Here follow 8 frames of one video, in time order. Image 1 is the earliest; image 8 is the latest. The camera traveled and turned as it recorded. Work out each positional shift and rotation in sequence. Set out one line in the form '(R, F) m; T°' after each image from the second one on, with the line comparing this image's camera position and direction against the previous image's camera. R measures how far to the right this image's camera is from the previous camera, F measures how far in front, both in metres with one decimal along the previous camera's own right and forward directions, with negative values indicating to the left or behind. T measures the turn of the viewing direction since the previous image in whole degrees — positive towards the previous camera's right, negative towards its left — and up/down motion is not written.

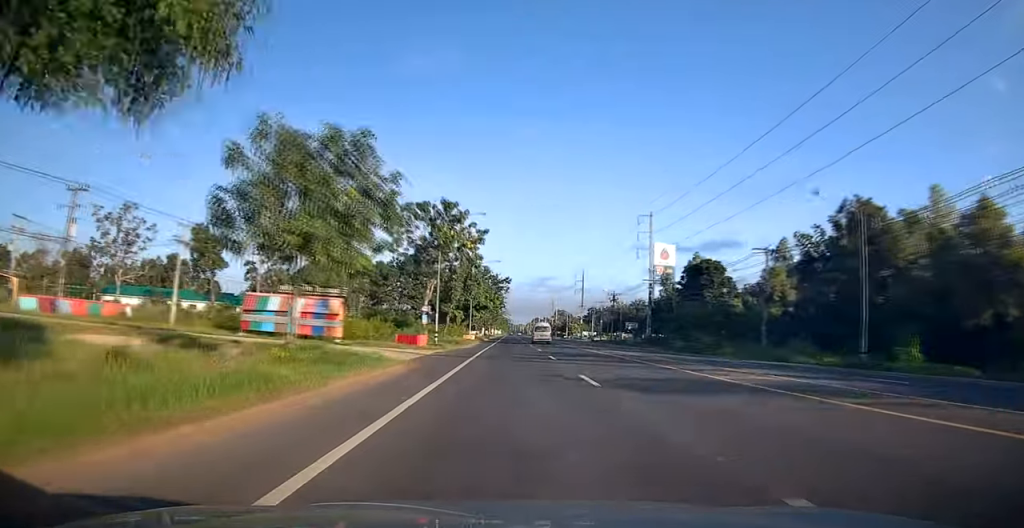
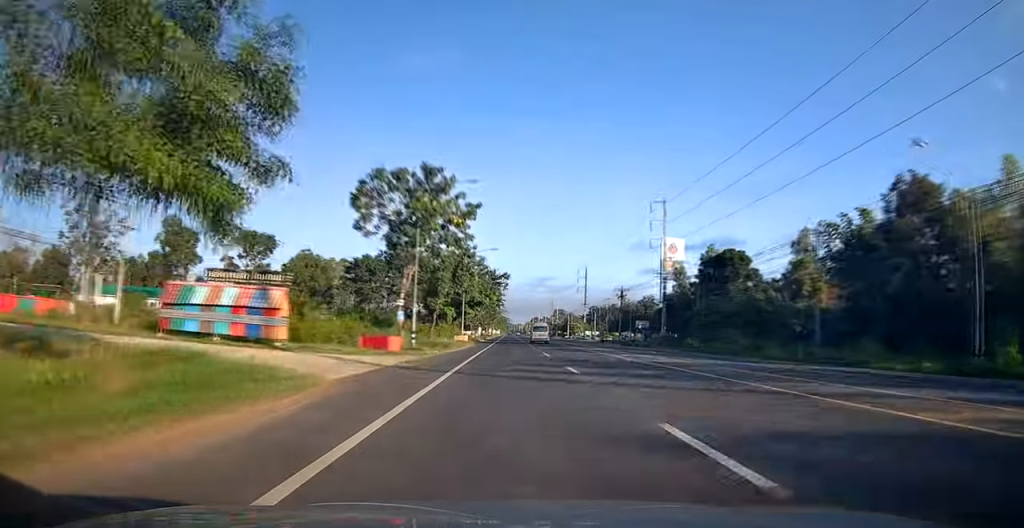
(0.0, +8.6) m; 0°
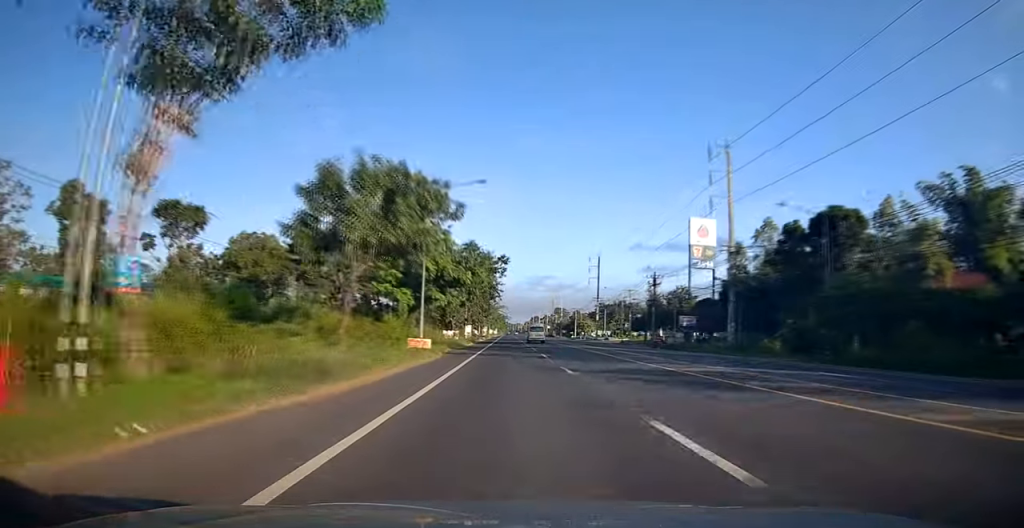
(0.0, +24.0) m; 0°
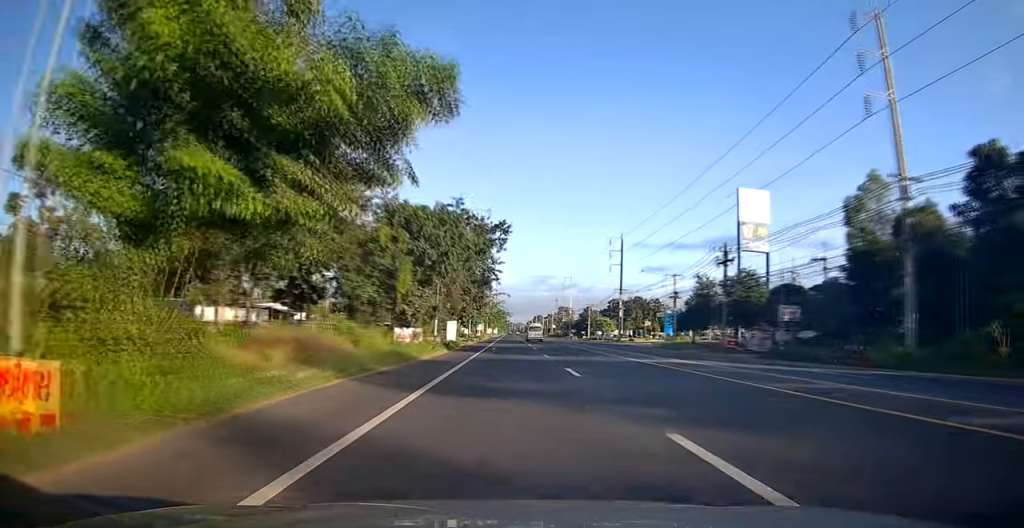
(0.0, +25.3) m; +1°
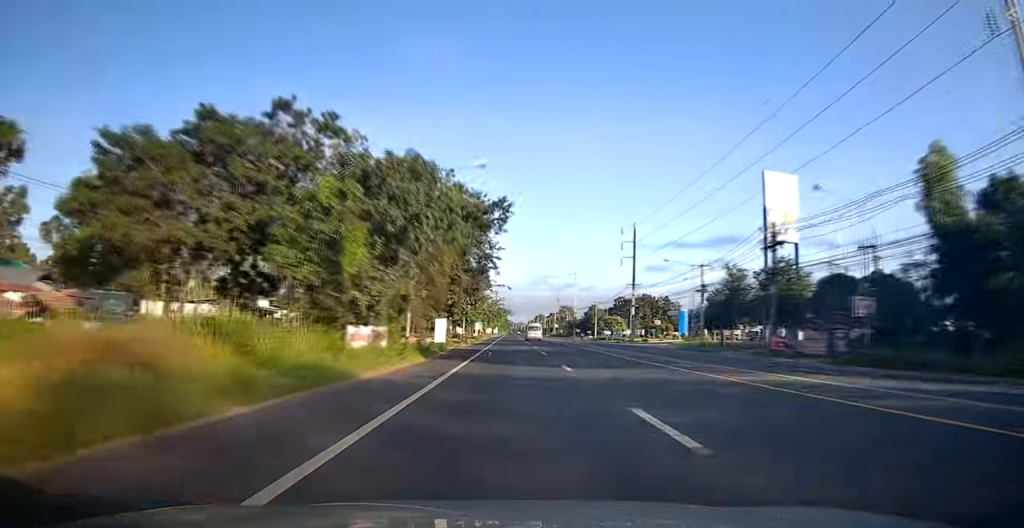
(-0.2, +9.9) m; +1°
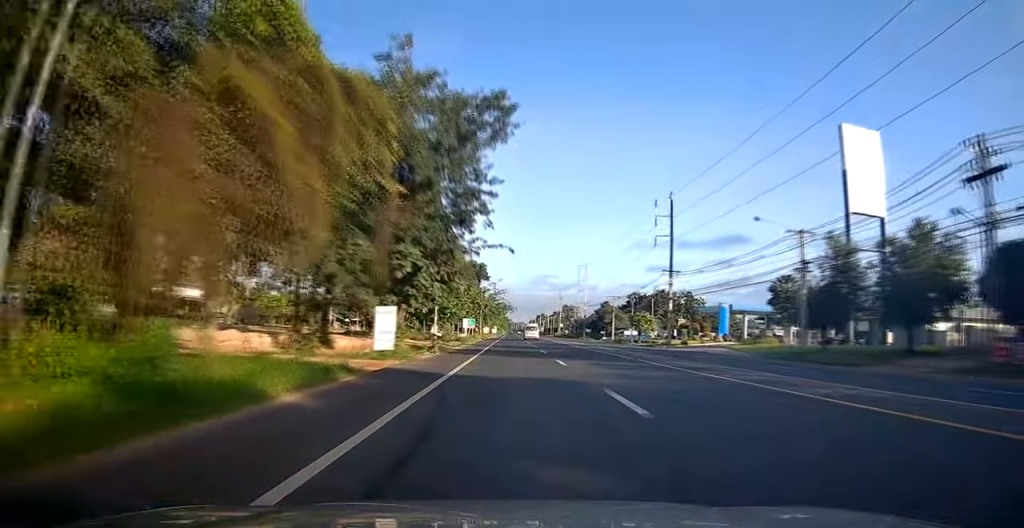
(+0.8, +21.6) m; 0°
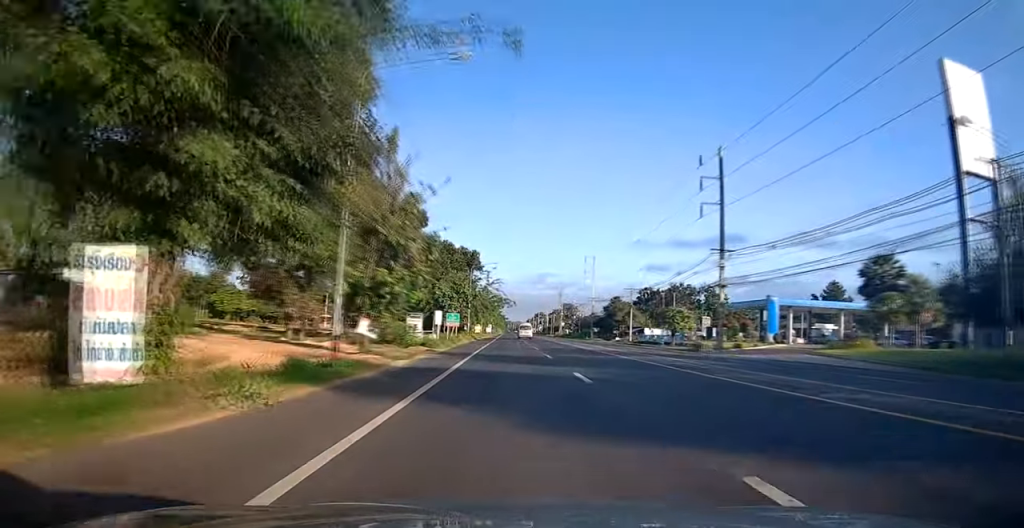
(-0.7, +18.9) m; -2°
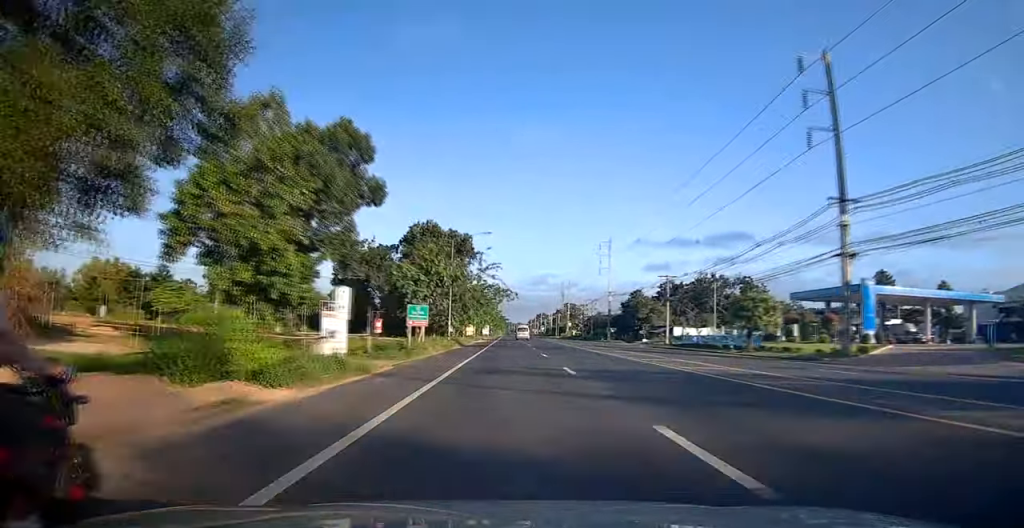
(0.0, +21.4) m; 0°
